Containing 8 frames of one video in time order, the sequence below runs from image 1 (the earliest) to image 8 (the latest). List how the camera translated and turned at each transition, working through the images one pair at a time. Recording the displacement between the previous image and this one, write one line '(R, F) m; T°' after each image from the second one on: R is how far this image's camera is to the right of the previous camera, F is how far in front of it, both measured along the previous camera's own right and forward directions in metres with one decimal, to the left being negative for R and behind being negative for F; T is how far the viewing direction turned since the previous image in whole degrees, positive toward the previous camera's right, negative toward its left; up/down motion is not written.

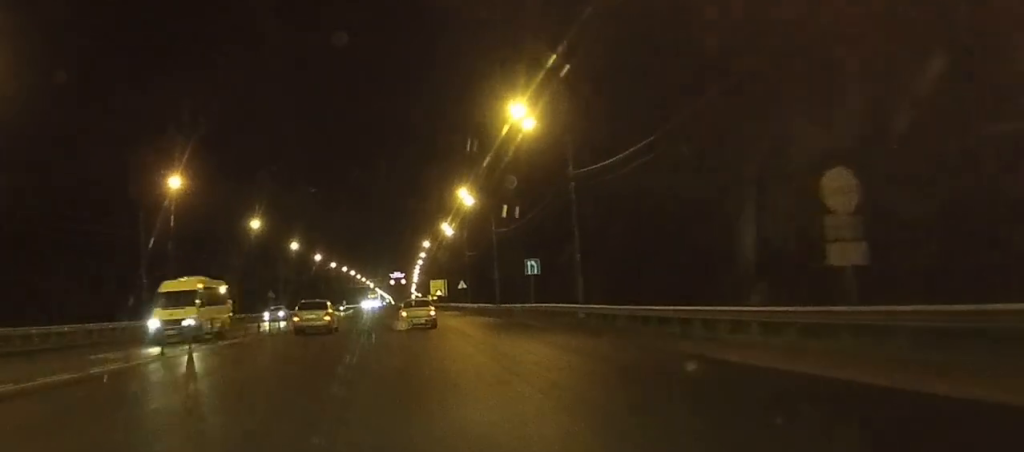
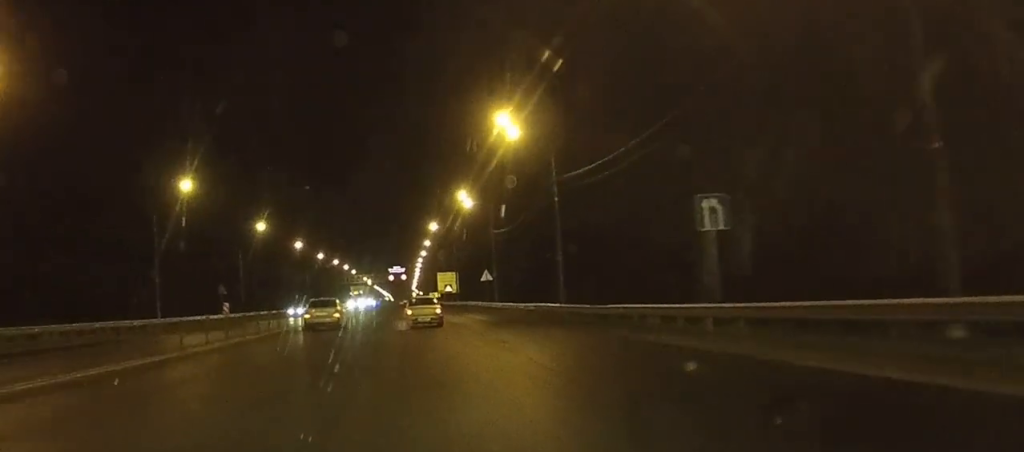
(+0.1, +32.4) m; 0°
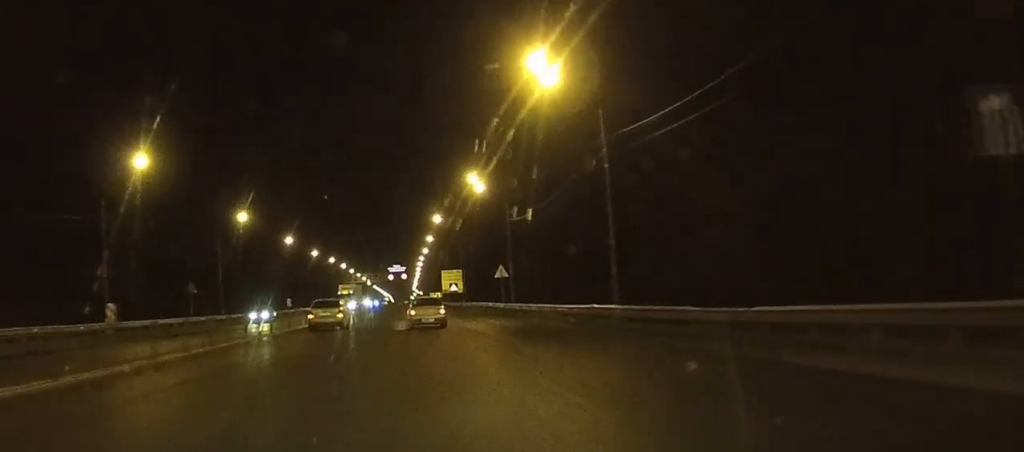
(0.0, +12.1) m; 0°
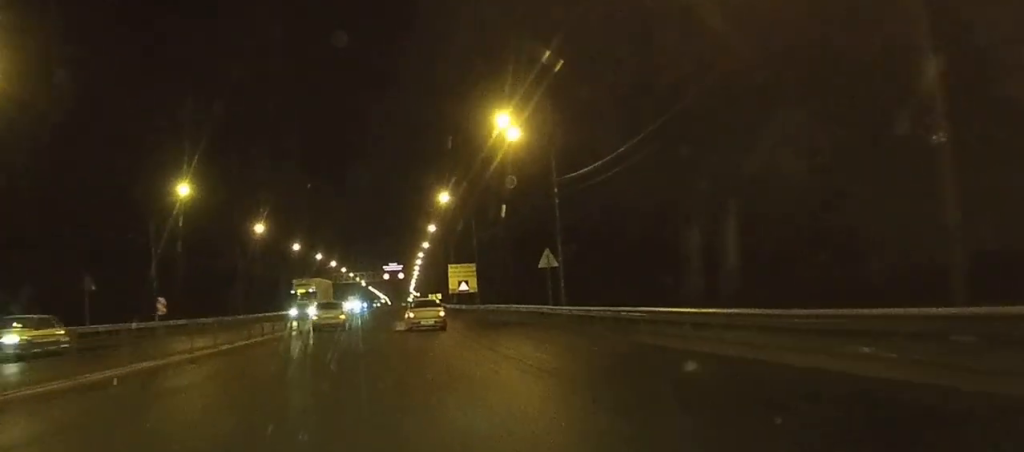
(0.0, +23.4) m; 0°
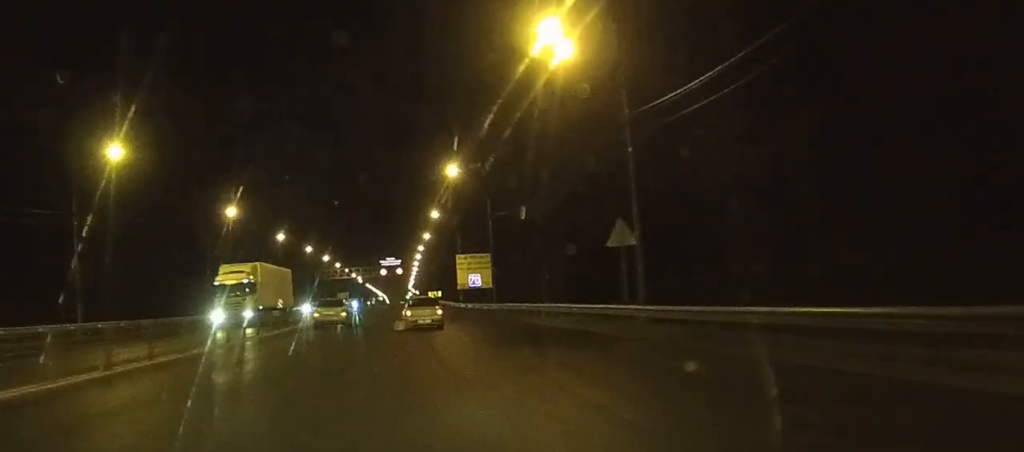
(0.0, +15.8) m; 0°
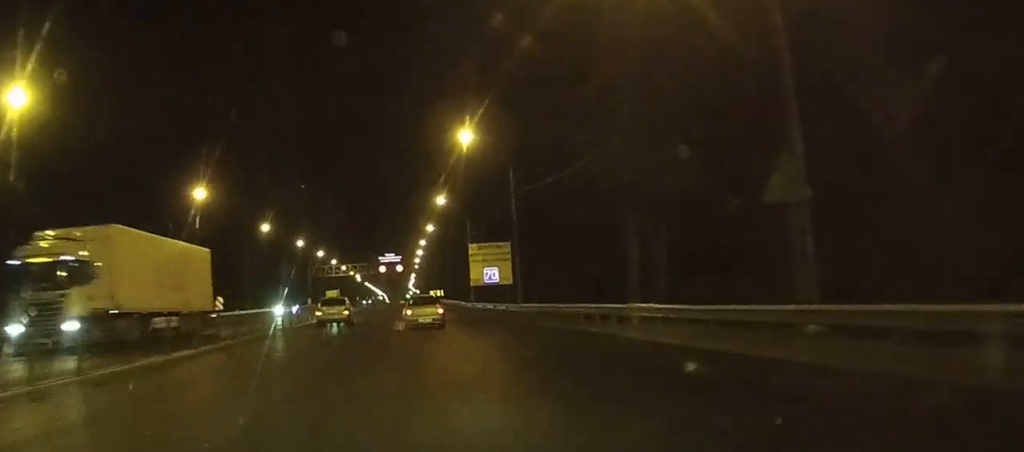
(0.0, +13.4) m; 0°
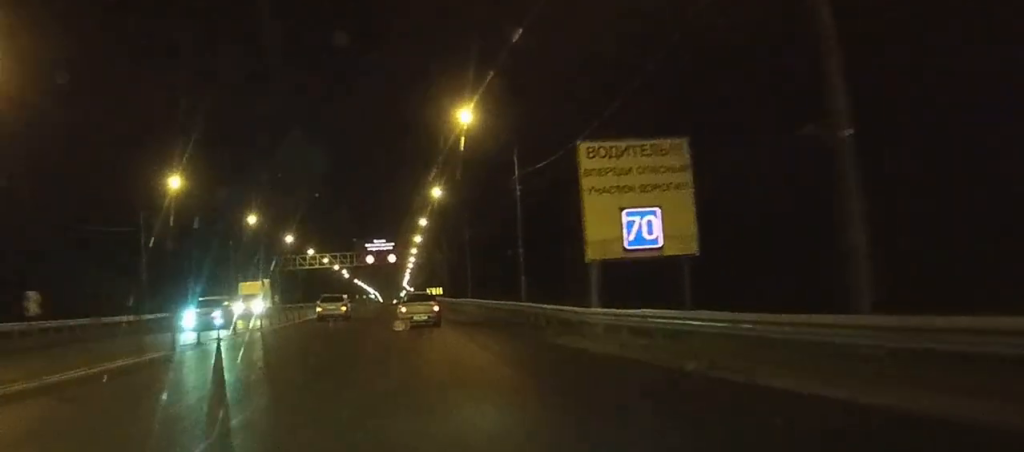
(+0.1, +39.9) m; 0°
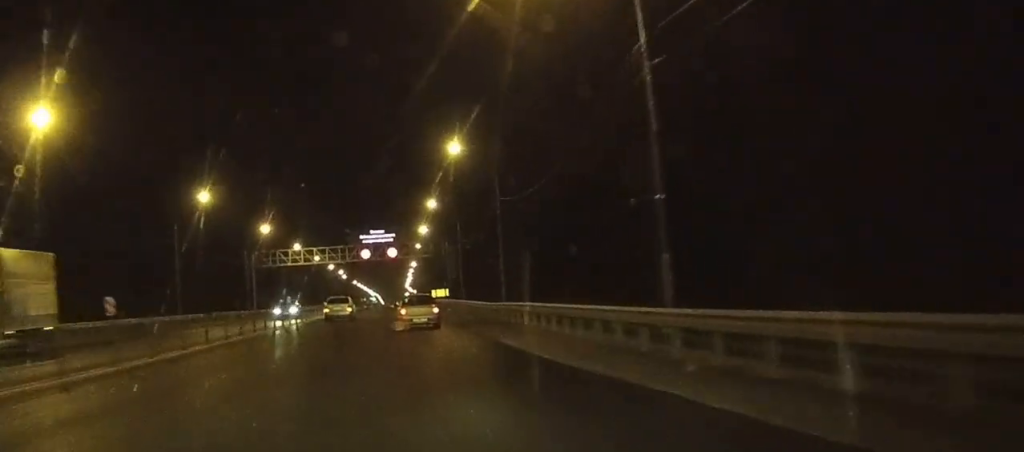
(0.0, +25.6) m; 0°
